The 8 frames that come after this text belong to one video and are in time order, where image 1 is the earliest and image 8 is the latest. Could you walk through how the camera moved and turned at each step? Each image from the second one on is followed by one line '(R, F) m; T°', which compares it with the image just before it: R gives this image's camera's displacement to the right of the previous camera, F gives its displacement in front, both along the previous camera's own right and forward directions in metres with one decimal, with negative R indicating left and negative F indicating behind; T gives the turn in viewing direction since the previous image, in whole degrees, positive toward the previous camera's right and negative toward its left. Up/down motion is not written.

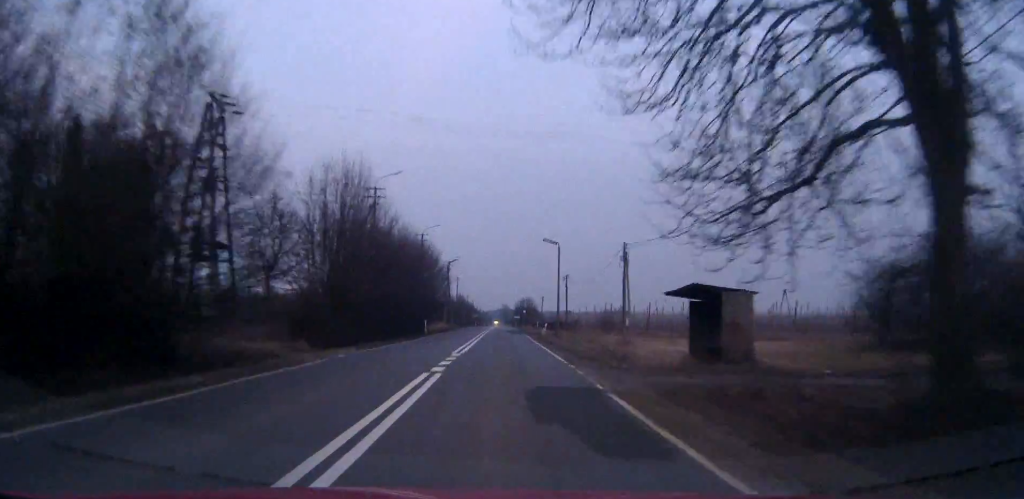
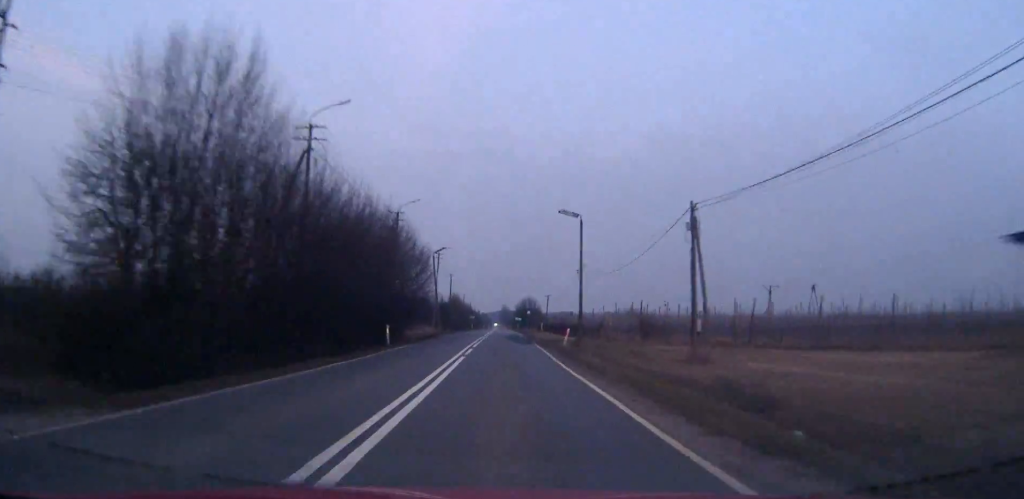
(0.0, +17.7) m; 0°
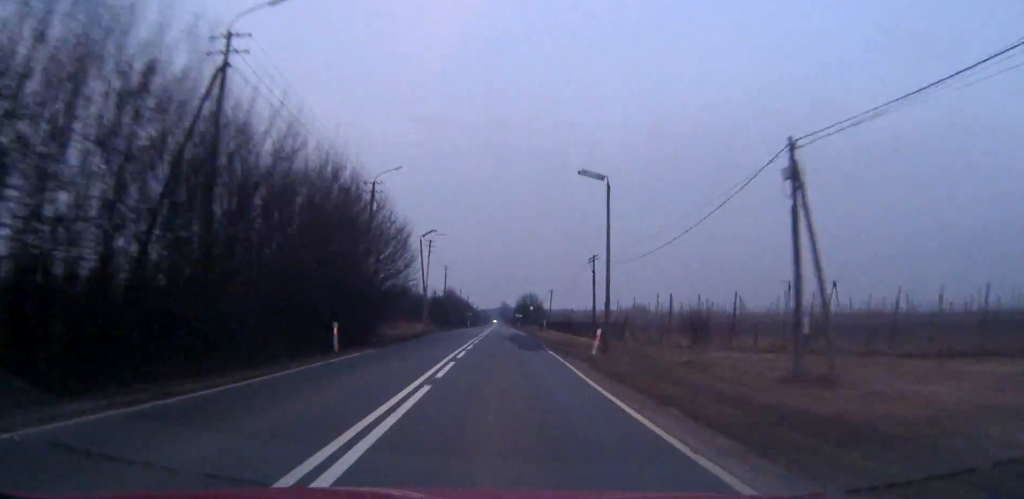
(0.0, +11.3) m; 0°
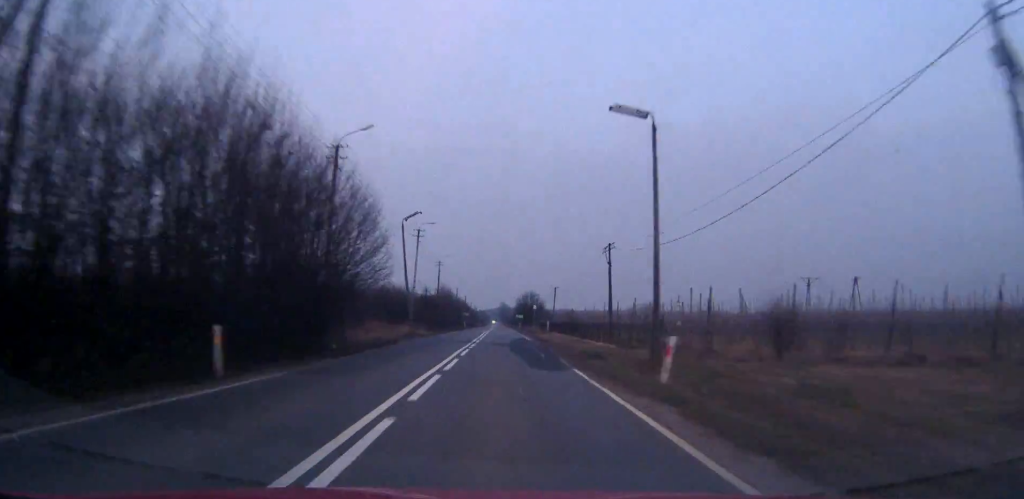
(0.0, +10.5) m; 0°
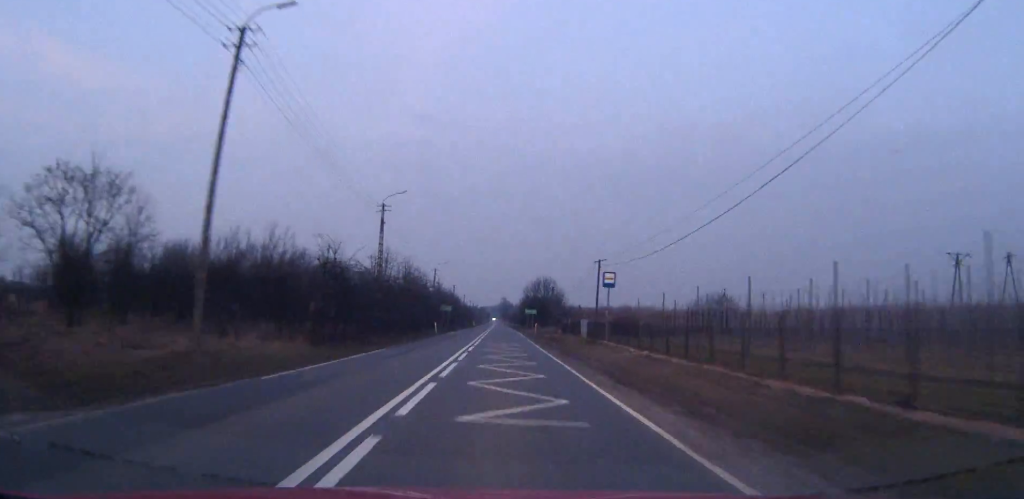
(-0.2, +51.0) m; 0°
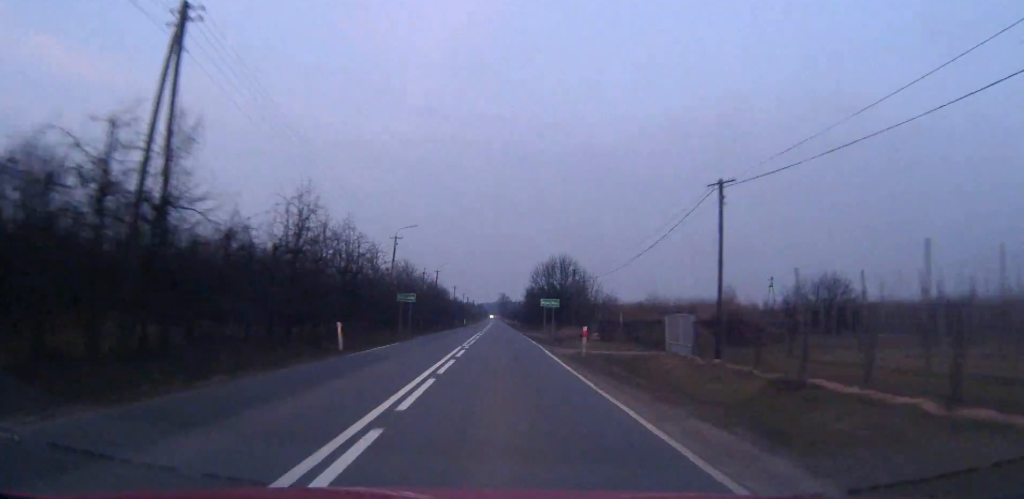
(0.0, +36.5) m; 0°
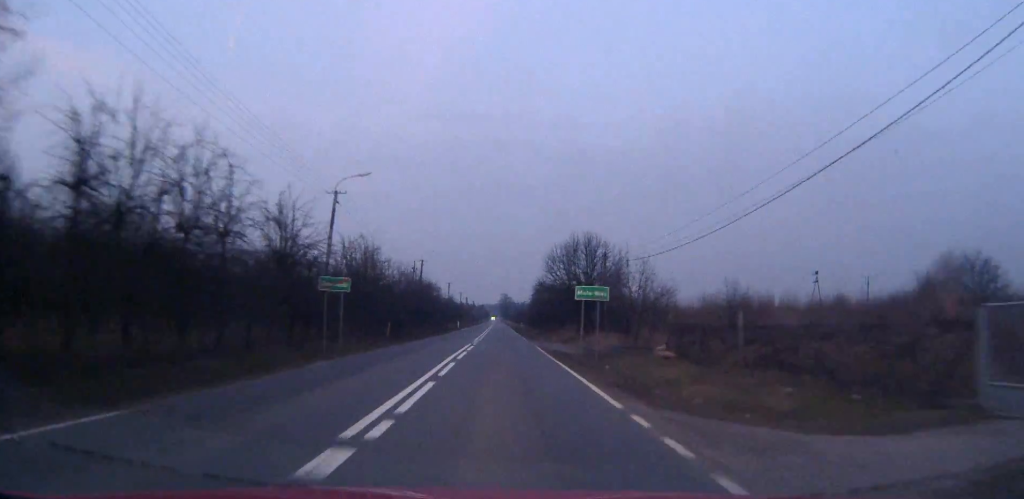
(0.0, +23.6) m; 0°
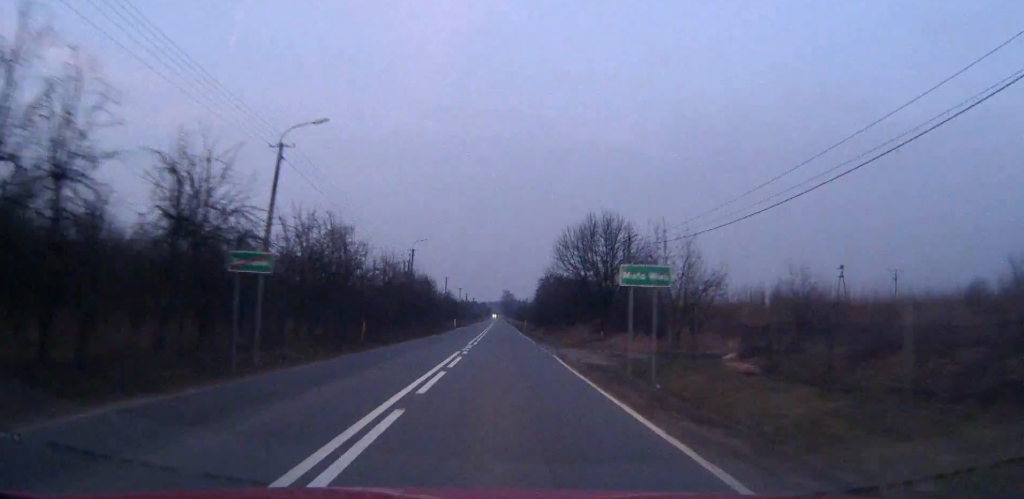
(0.0, +10.6) m; 0°
